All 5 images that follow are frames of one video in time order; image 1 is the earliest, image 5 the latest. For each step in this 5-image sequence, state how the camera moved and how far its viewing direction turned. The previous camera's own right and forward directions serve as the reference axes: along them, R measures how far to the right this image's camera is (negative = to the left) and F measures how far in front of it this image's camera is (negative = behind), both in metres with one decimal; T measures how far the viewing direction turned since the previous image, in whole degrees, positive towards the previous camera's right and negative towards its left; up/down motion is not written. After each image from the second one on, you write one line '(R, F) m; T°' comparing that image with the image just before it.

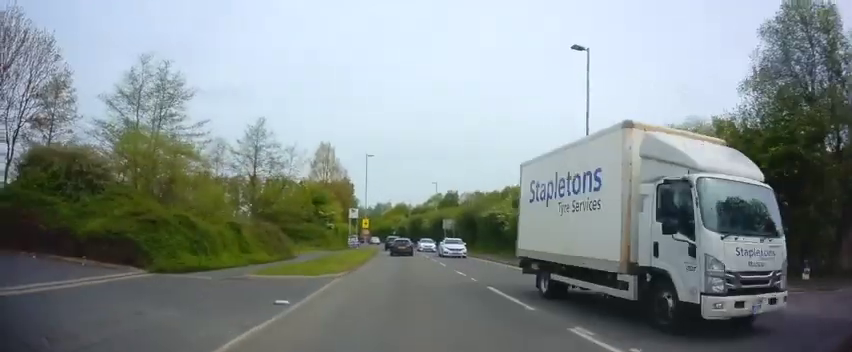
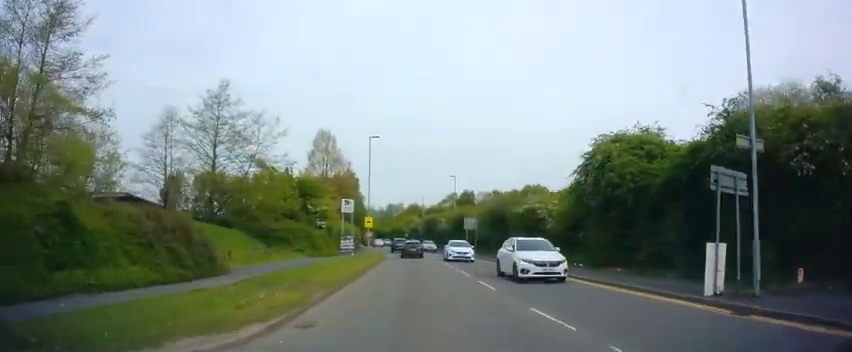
(-0.2, +10.1) m; -2°
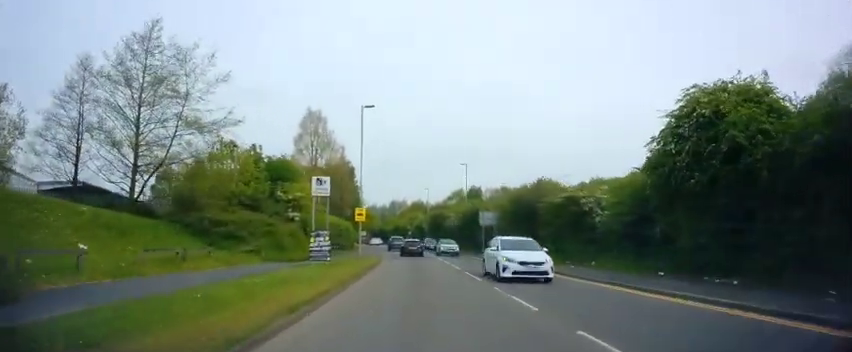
(-0.1, +8.8) m; -1°
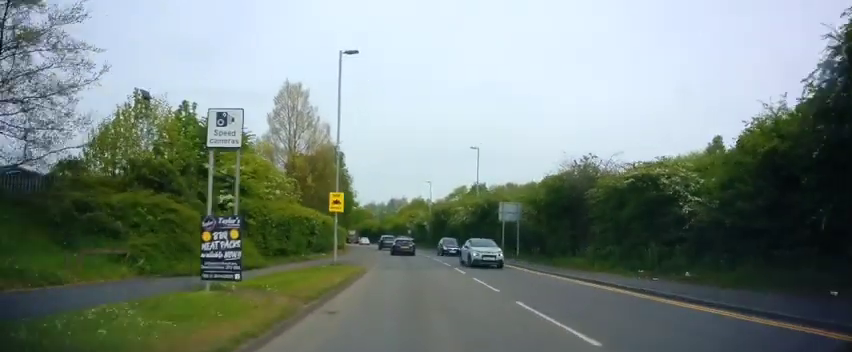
(-0.1, +9.4) m; -1°
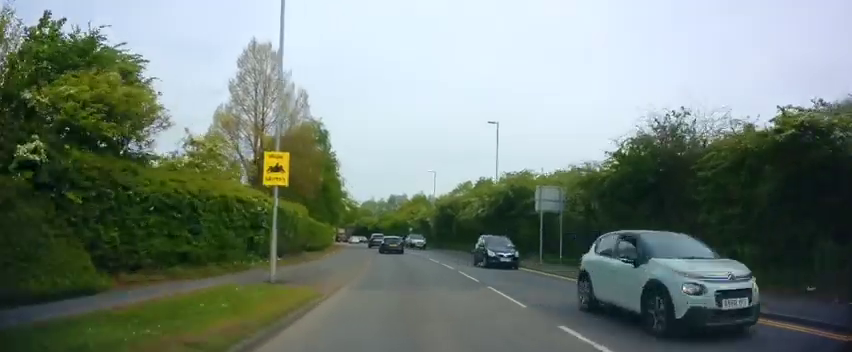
(0.0, +9.5) m; 0°
